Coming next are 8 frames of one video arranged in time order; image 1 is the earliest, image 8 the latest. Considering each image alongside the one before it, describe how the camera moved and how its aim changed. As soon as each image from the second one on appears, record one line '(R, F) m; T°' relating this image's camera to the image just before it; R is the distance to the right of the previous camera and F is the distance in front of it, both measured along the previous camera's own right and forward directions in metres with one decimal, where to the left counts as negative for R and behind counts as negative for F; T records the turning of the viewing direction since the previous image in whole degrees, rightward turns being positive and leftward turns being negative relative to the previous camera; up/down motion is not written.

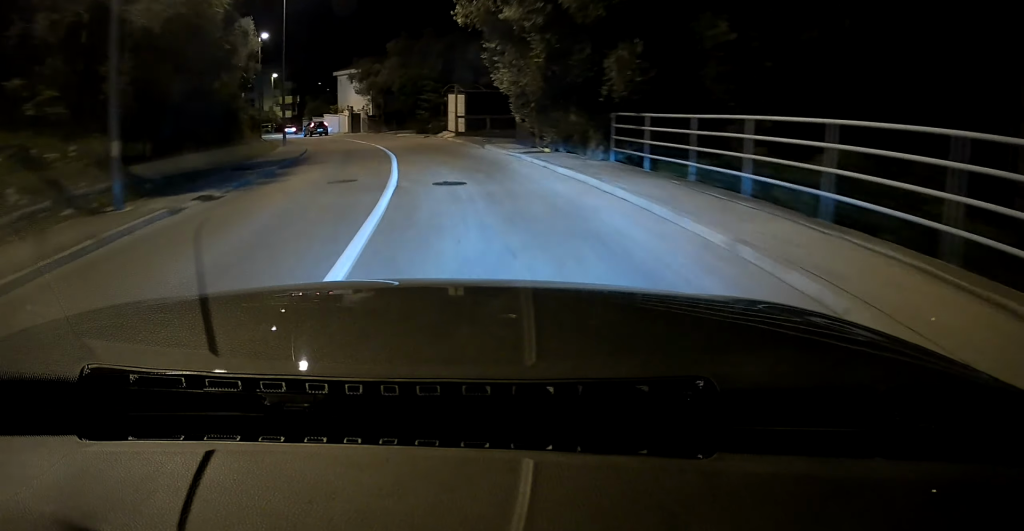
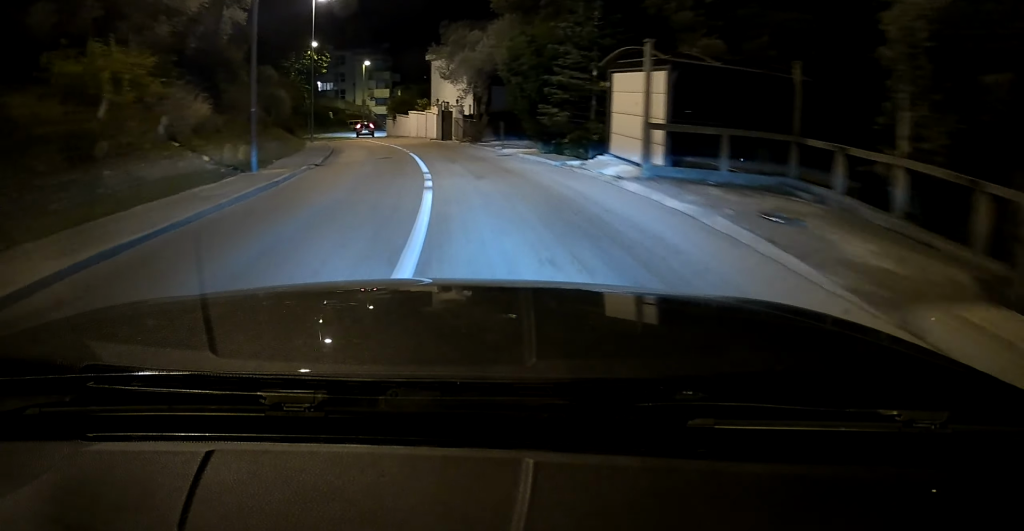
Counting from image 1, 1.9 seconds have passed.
(-1.5, +20.2) m; -8°
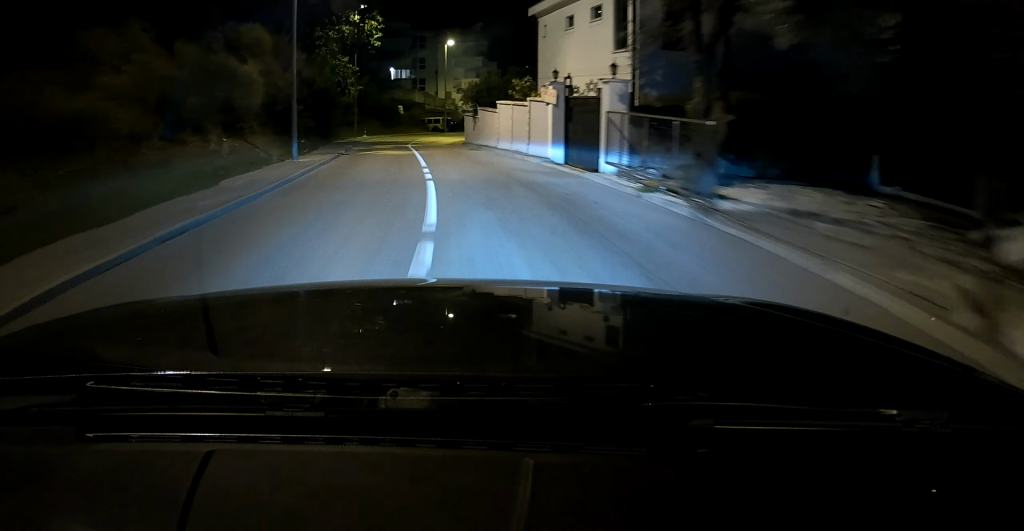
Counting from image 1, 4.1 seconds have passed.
(-1.7, +23.4) m; -8°
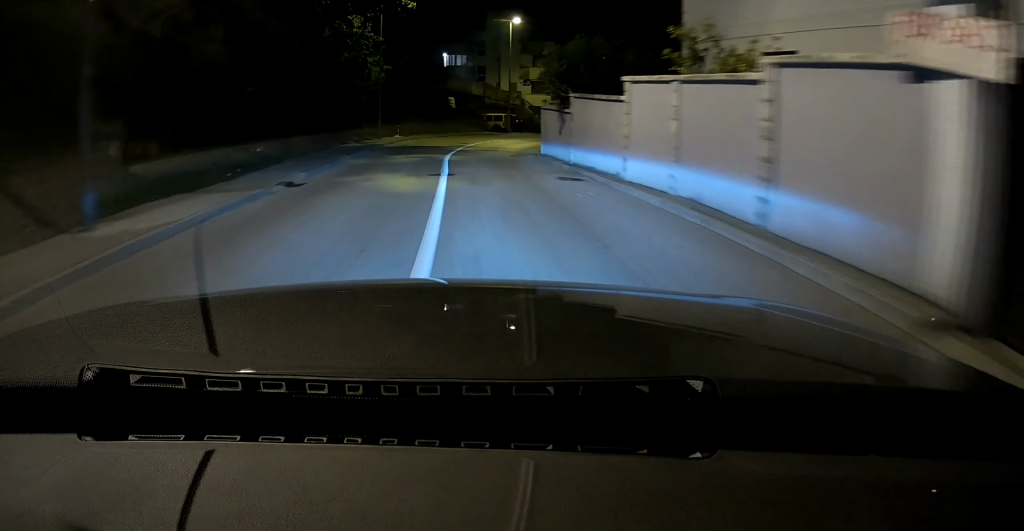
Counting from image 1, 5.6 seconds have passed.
(-0.6, +14.9) m; -2°
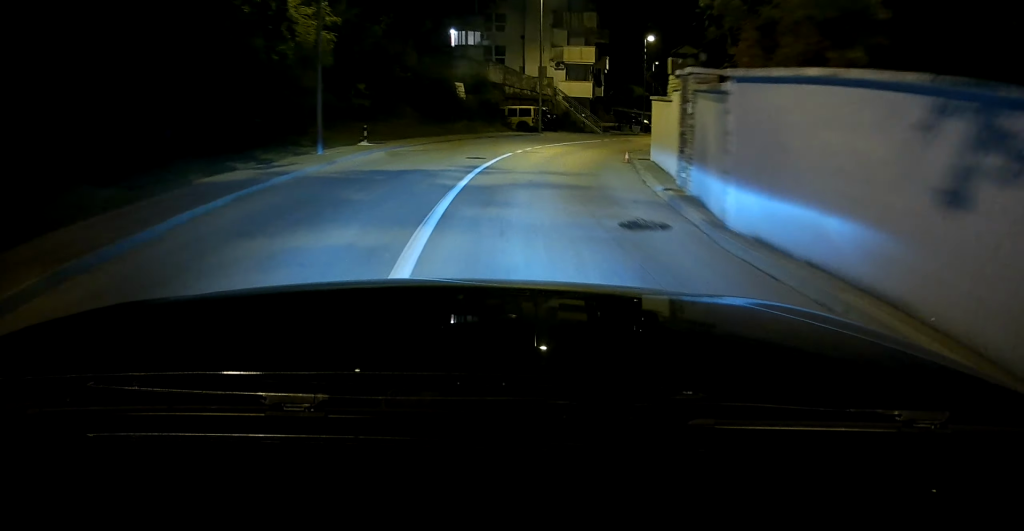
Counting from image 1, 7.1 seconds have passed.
(-0.4, +16.1) m; +2°
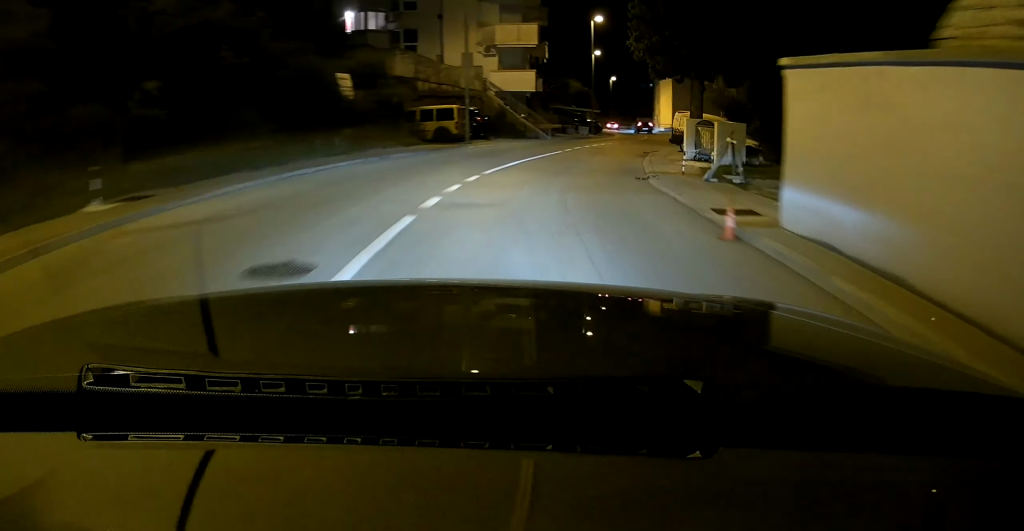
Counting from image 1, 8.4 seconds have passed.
(+0.3, +13.2) m; +6°
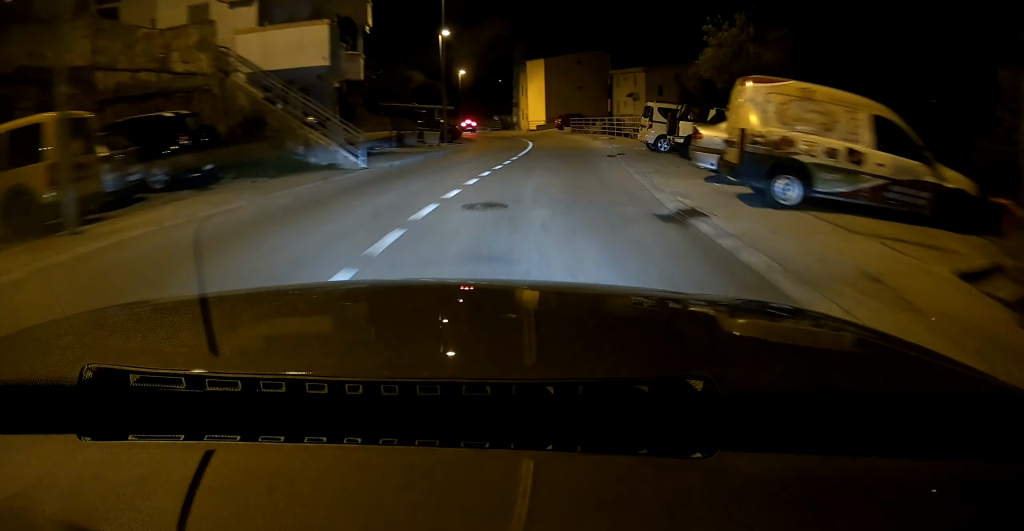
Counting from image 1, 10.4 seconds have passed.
(+1.9, +20.0) m; +8°
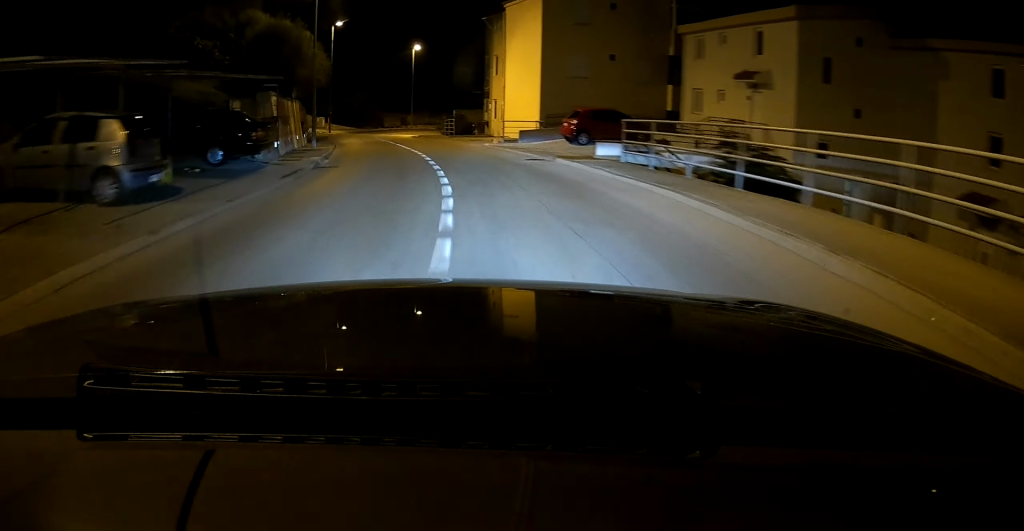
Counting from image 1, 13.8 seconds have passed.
(+0.8, +34.0) m; -2°
